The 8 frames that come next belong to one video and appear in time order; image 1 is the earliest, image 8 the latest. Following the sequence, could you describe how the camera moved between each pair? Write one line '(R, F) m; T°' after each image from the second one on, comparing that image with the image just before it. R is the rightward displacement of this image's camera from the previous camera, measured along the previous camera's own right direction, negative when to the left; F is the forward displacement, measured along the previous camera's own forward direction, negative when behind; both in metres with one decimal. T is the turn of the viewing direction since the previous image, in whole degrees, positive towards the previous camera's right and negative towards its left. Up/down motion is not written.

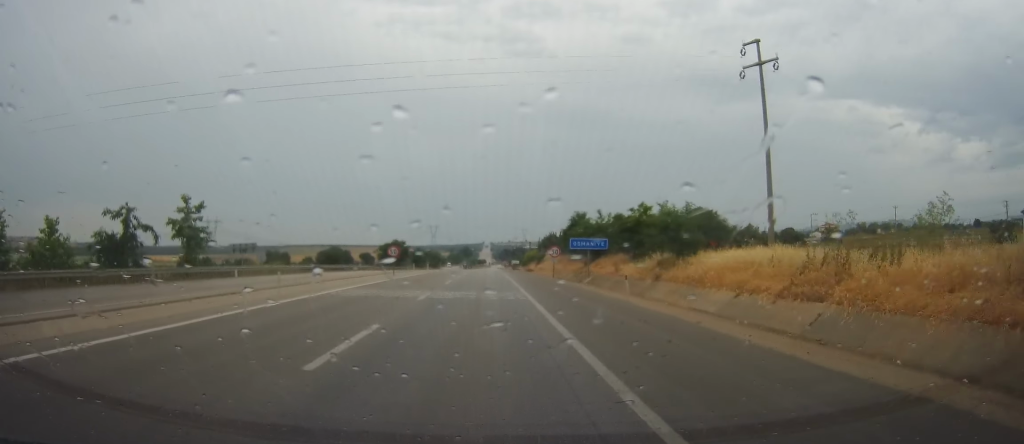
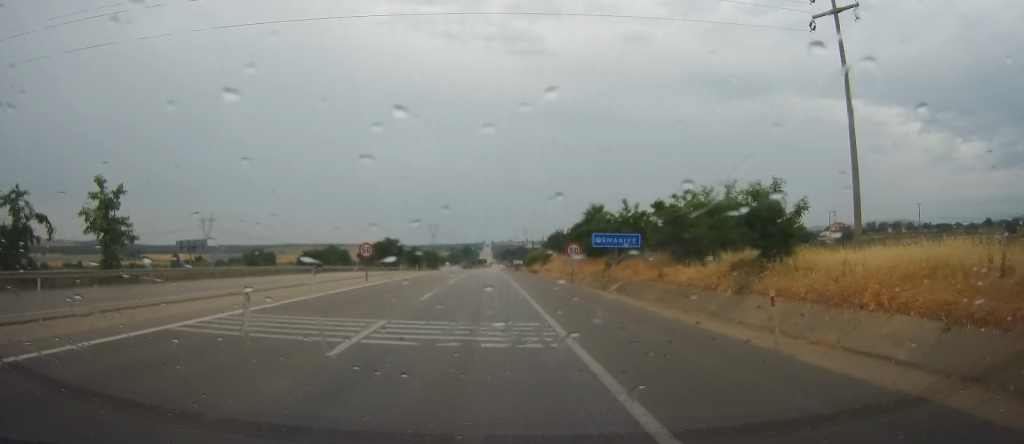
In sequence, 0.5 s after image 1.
(0.0, +11.4) m; 0°
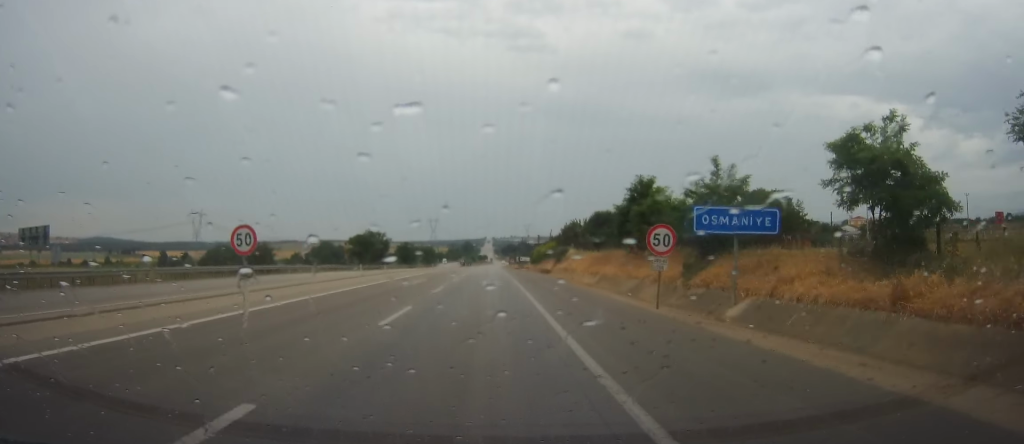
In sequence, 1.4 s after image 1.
(+0.1, +20.1) m; +1°
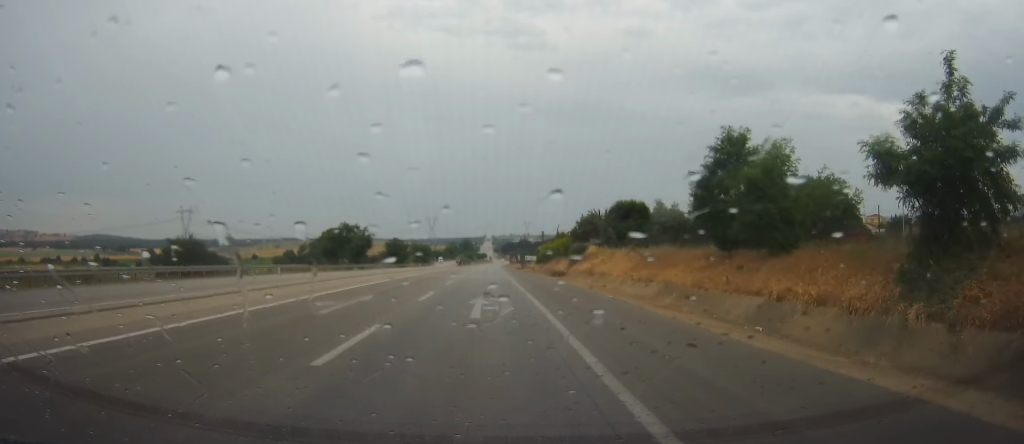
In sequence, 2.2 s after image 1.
(+0.4, +17.0) m; 0°
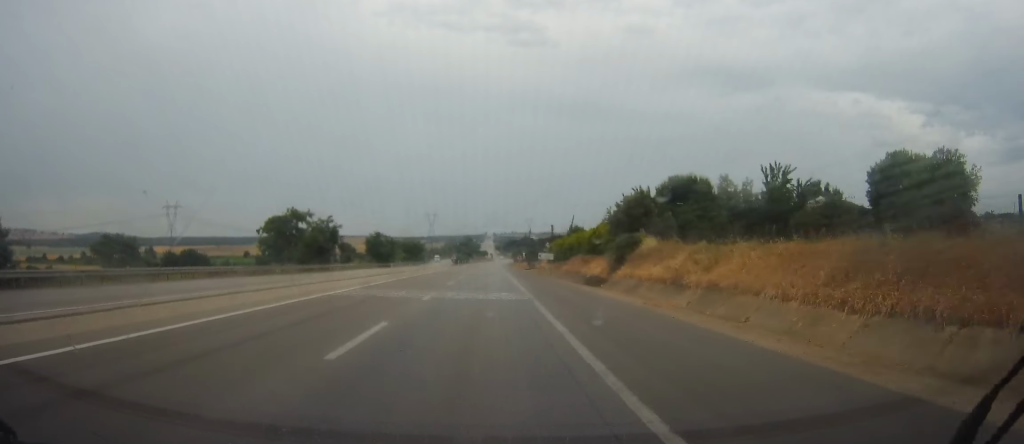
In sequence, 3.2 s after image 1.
(-0.6, +24.5) m; -1°
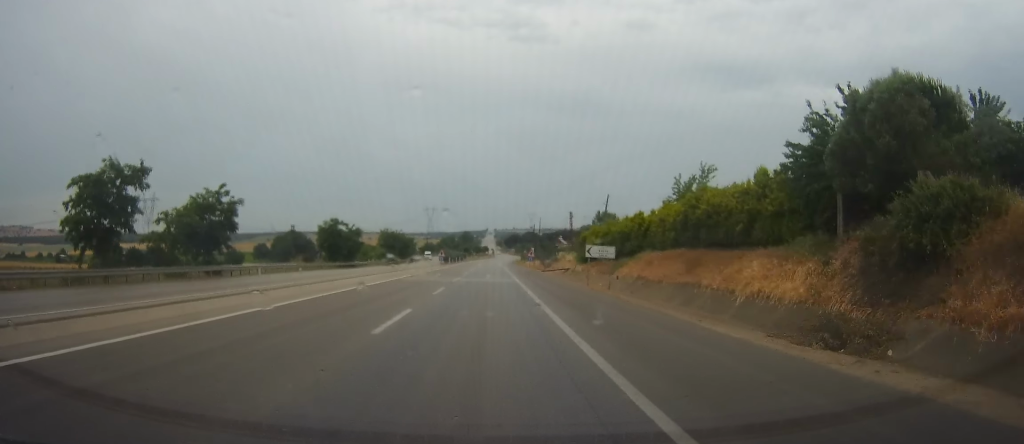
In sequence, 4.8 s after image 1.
(+0.1, +34.0) m; 0°
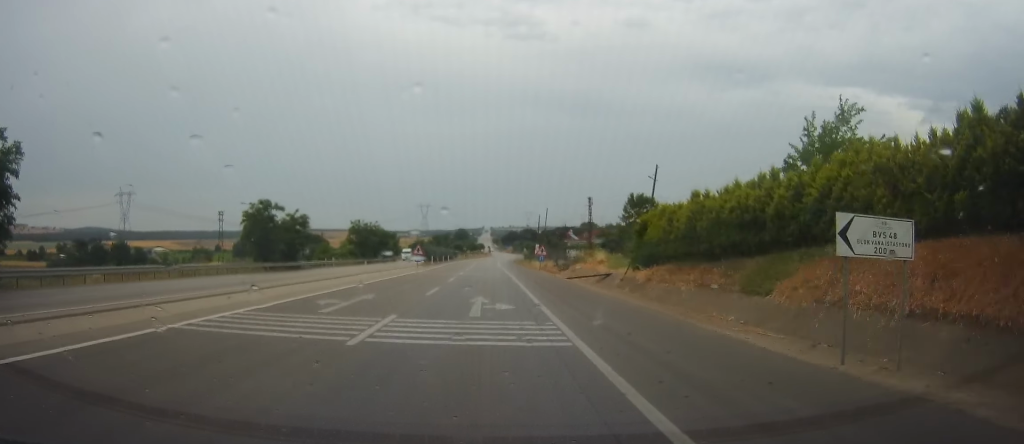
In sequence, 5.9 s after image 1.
(0.0, +25.9) m; 0°
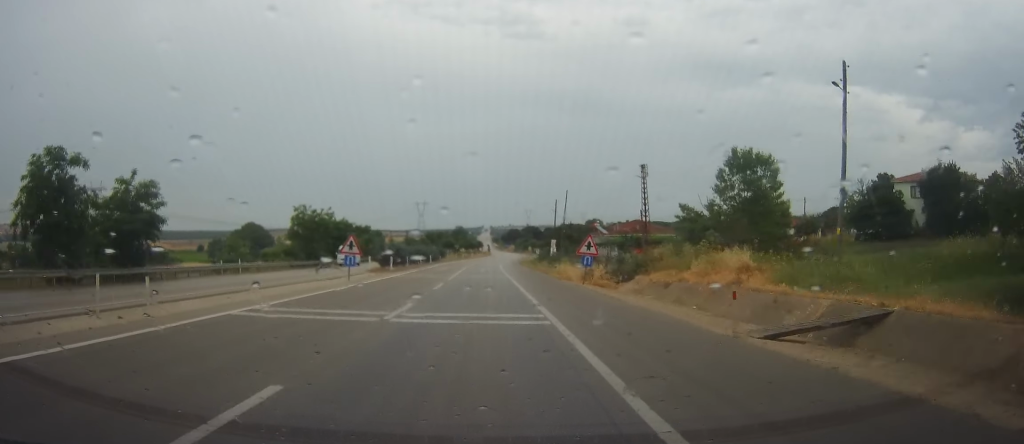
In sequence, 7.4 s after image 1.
(-0.2, +32.6) m; -1°
